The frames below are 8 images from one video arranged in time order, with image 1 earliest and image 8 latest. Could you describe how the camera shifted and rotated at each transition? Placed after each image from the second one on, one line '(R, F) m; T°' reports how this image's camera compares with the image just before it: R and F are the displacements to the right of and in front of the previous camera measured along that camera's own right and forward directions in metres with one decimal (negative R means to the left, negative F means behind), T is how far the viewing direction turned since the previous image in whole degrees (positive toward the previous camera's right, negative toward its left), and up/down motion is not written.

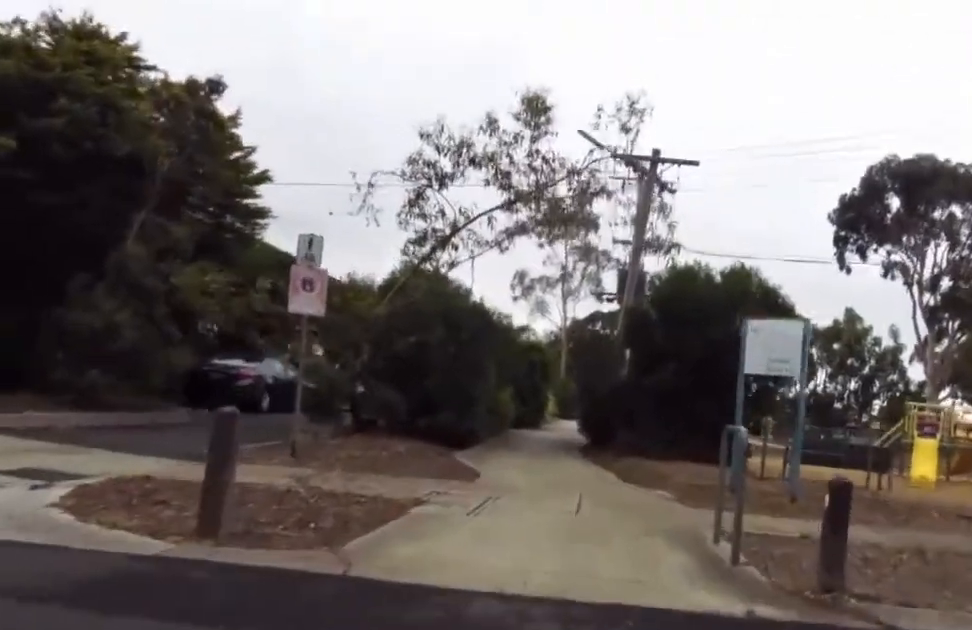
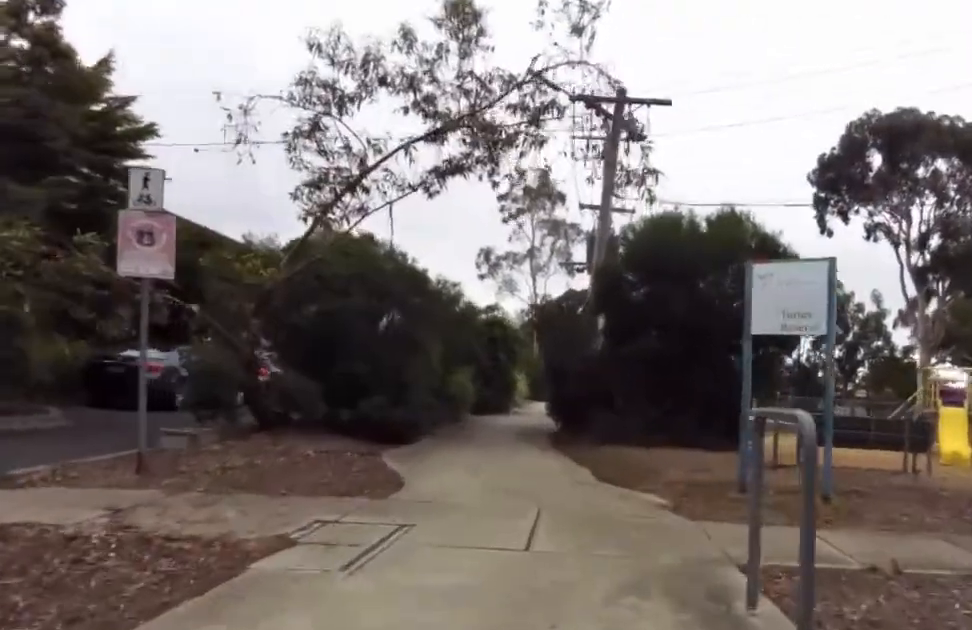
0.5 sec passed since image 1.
(+0.4, +2.5) m; -3°
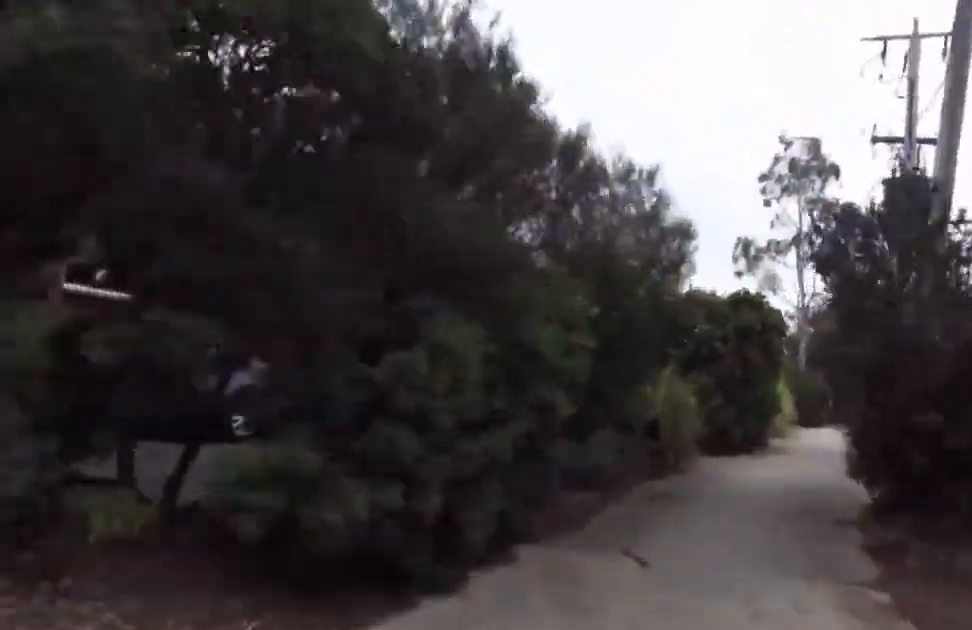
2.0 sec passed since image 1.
(-1.4, +8.0) m; -8°
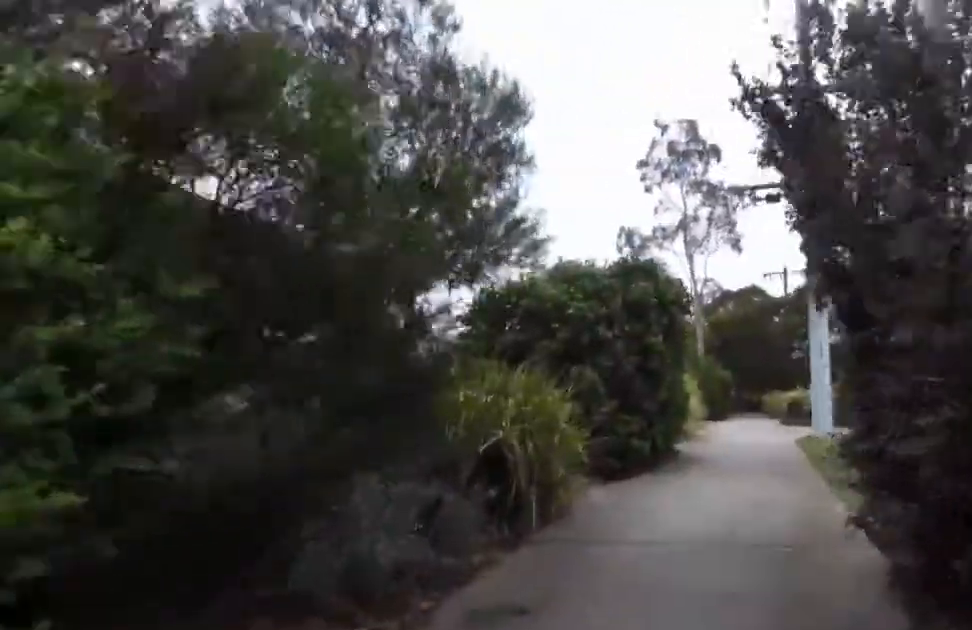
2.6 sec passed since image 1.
(-0.2, +3.4) m; +7°
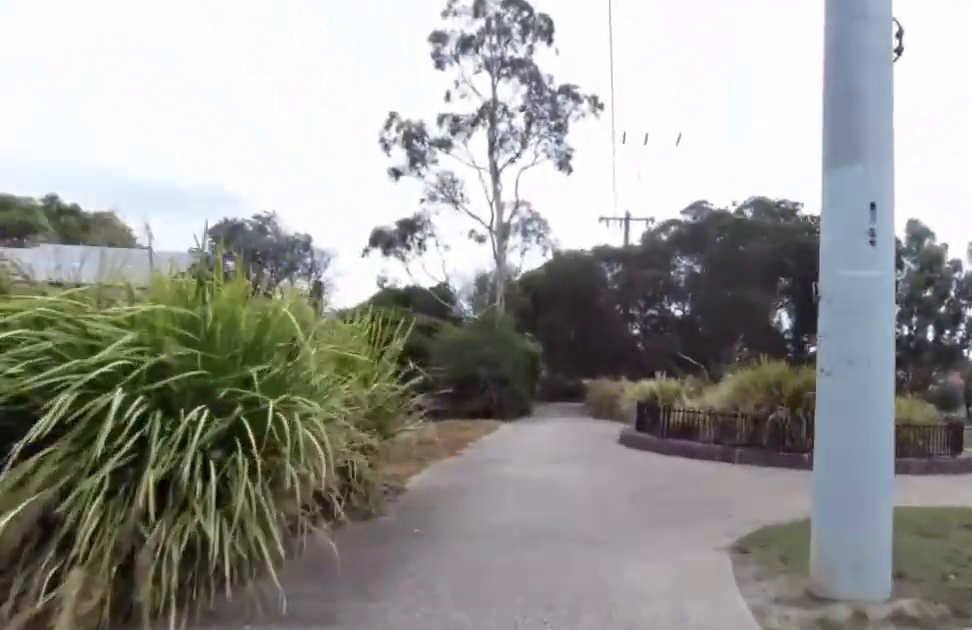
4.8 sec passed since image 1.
(-0.3, +12.7) m; -11°
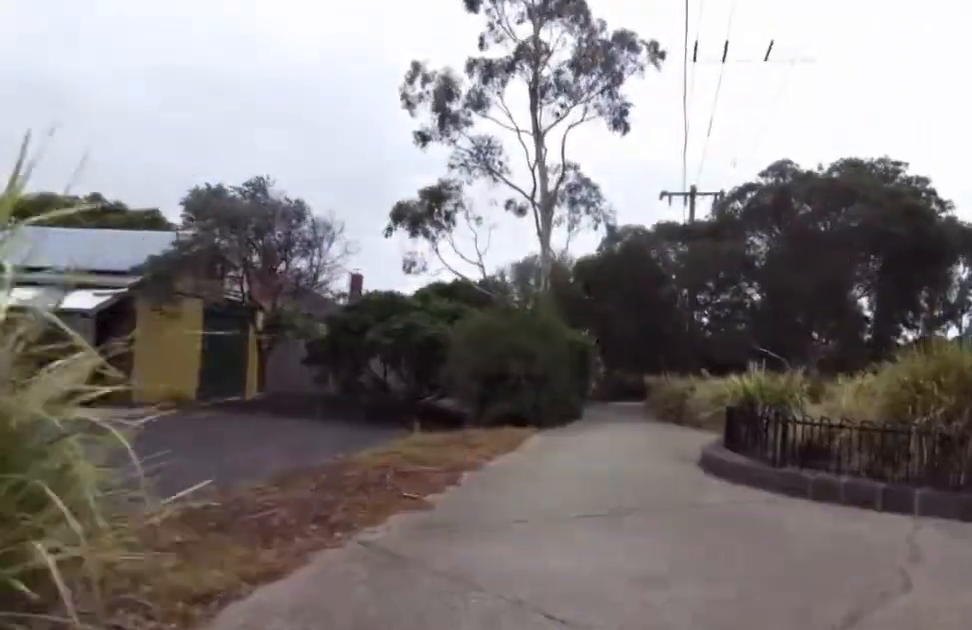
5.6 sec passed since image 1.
(0.0, +4.5) m; 0°
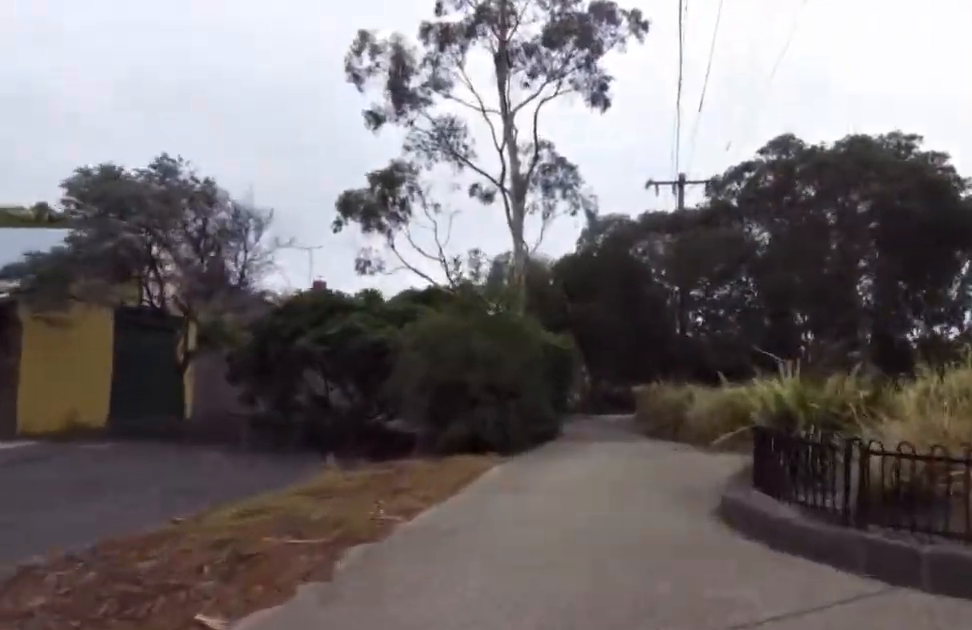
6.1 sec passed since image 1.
(0.0, +2.9) m; +5°
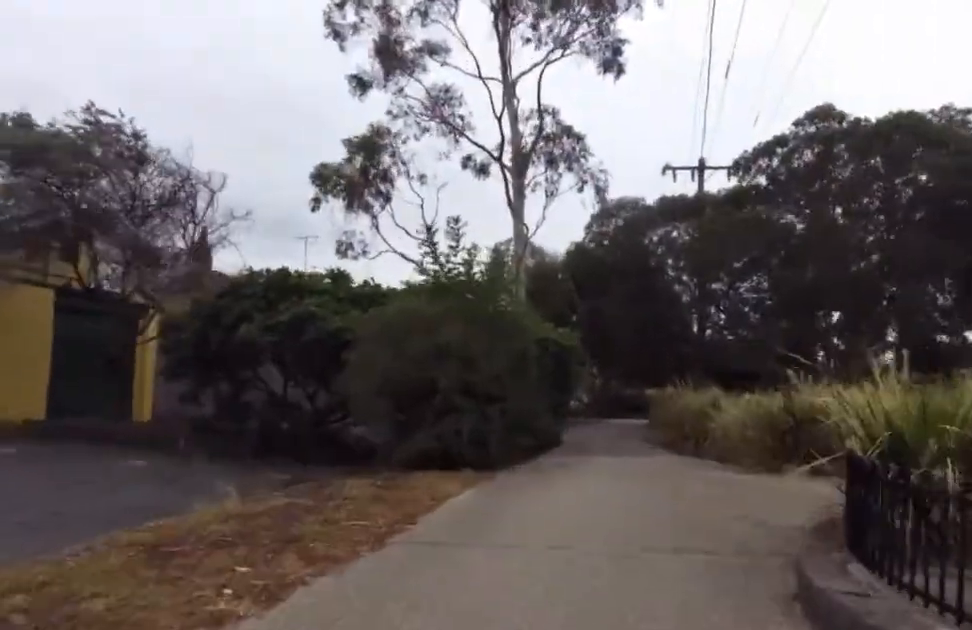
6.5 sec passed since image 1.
(-0.2, +2.5) m; +6°
